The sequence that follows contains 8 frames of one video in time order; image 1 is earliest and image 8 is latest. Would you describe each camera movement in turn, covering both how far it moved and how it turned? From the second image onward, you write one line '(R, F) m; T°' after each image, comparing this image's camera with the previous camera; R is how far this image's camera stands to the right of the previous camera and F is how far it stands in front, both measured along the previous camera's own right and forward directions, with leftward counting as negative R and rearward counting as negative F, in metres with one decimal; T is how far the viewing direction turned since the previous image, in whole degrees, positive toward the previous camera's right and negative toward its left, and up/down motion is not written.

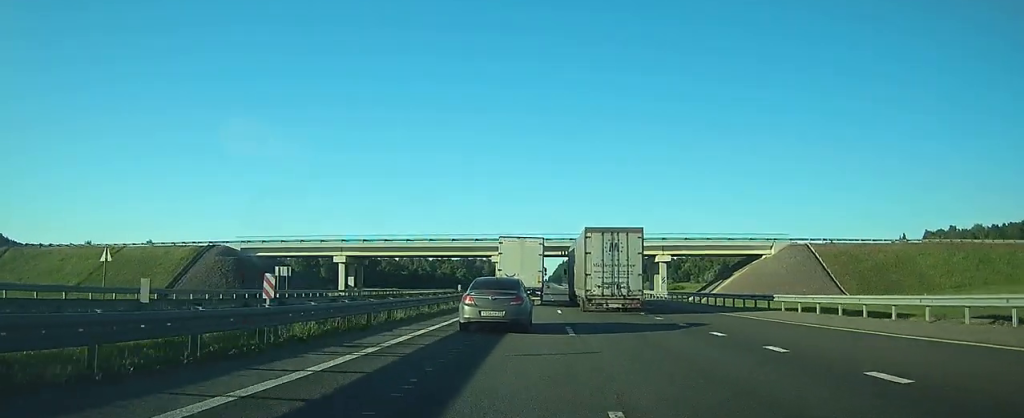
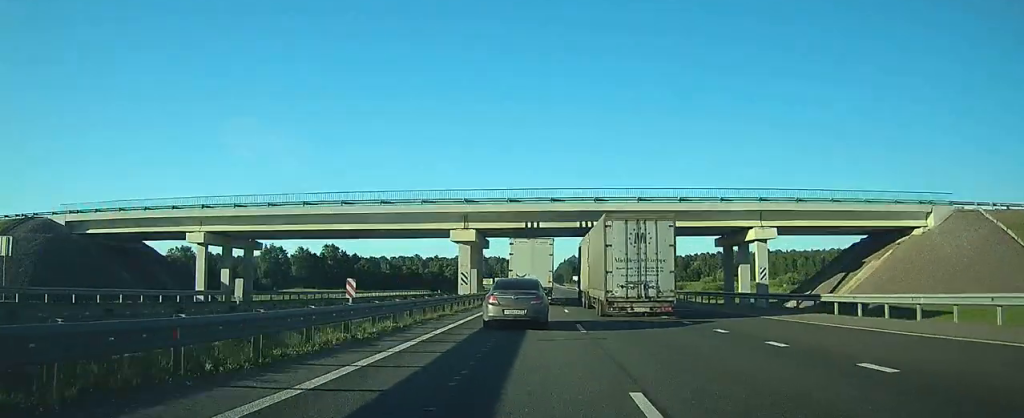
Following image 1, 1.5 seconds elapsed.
(+0.2, +35.3) m; 0°
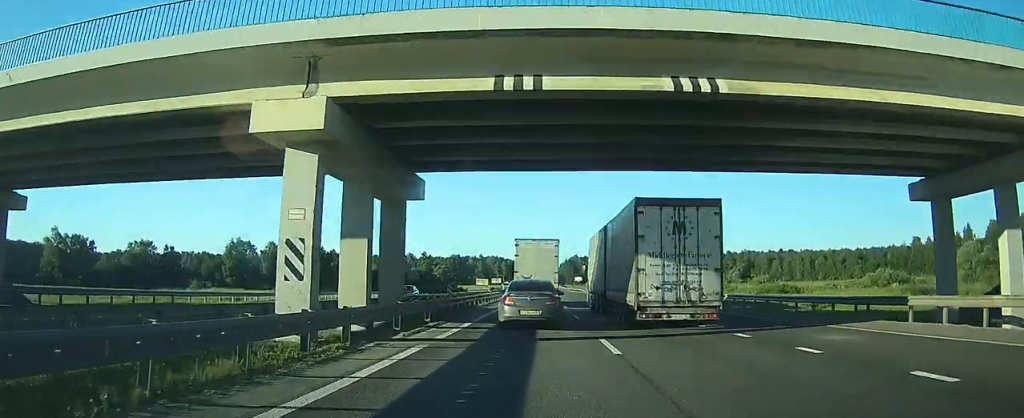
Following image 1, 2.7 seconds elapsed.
(0.0, +28.9) m; 0°
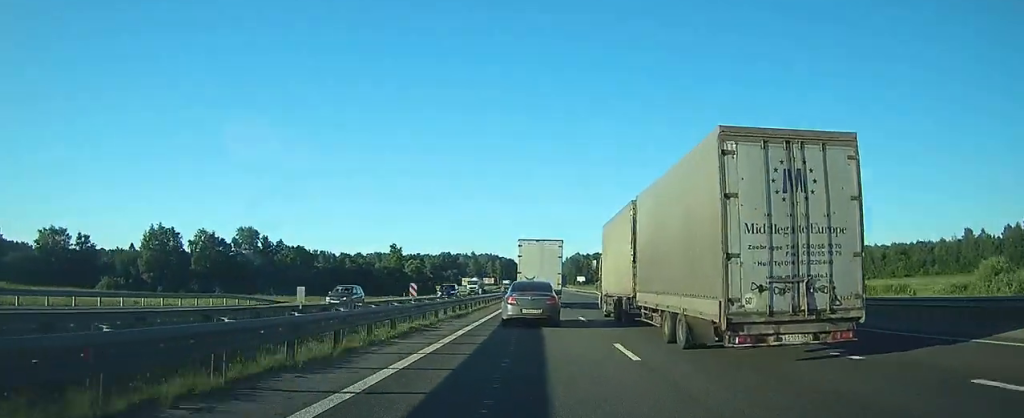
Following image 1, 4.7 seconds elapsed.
(+0.1, +48.6) m; 0°
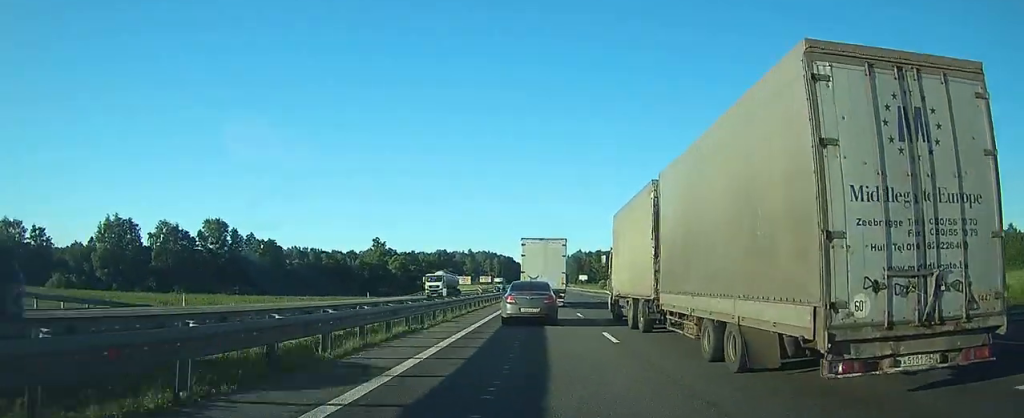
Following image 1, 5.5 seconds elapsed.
(+0.1, +20.6) m; 0°
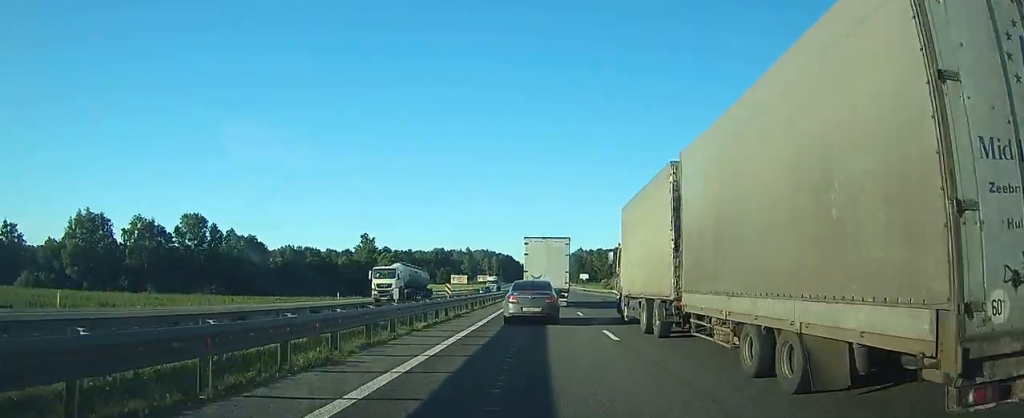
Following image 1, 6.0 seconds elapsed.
(0.0, +11.6) m; 0°
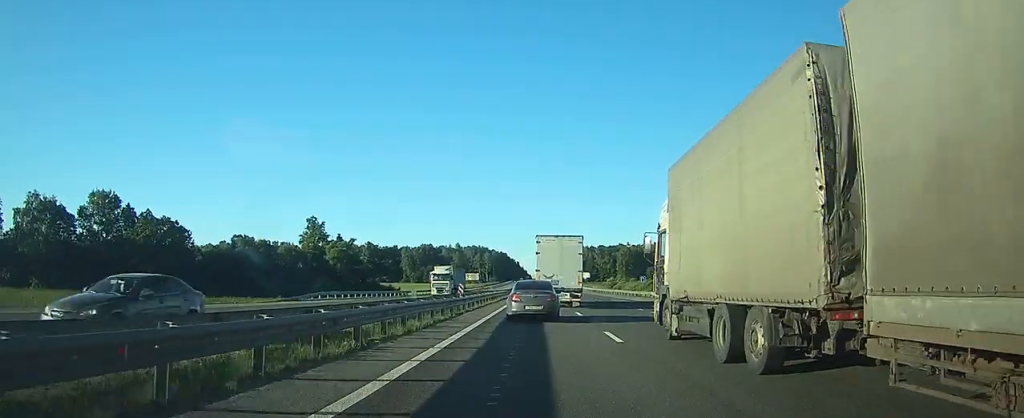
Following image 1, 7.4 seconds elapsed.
(0.0, +36.6) m; 0°
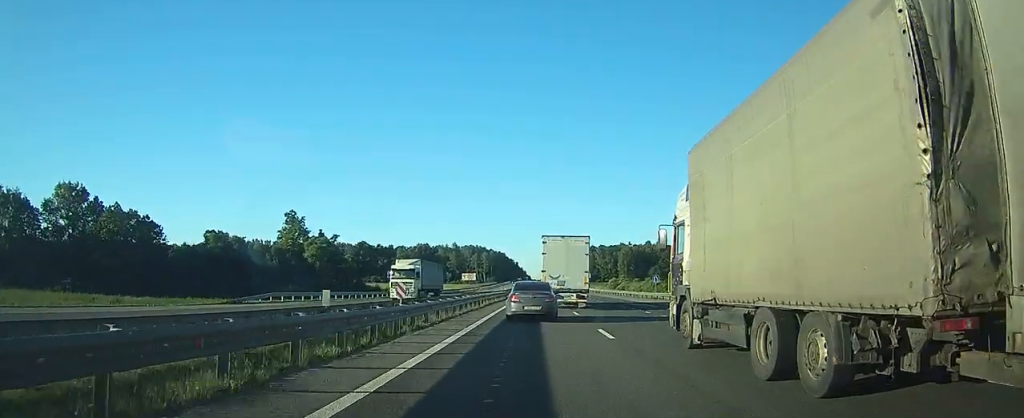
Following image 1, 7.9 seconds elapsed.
(0.0, +10.8) m; 0°
